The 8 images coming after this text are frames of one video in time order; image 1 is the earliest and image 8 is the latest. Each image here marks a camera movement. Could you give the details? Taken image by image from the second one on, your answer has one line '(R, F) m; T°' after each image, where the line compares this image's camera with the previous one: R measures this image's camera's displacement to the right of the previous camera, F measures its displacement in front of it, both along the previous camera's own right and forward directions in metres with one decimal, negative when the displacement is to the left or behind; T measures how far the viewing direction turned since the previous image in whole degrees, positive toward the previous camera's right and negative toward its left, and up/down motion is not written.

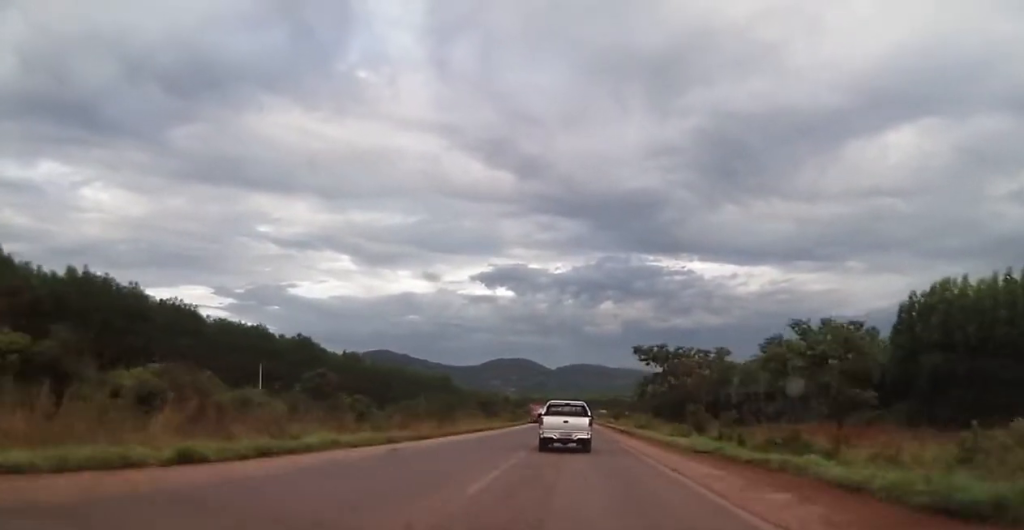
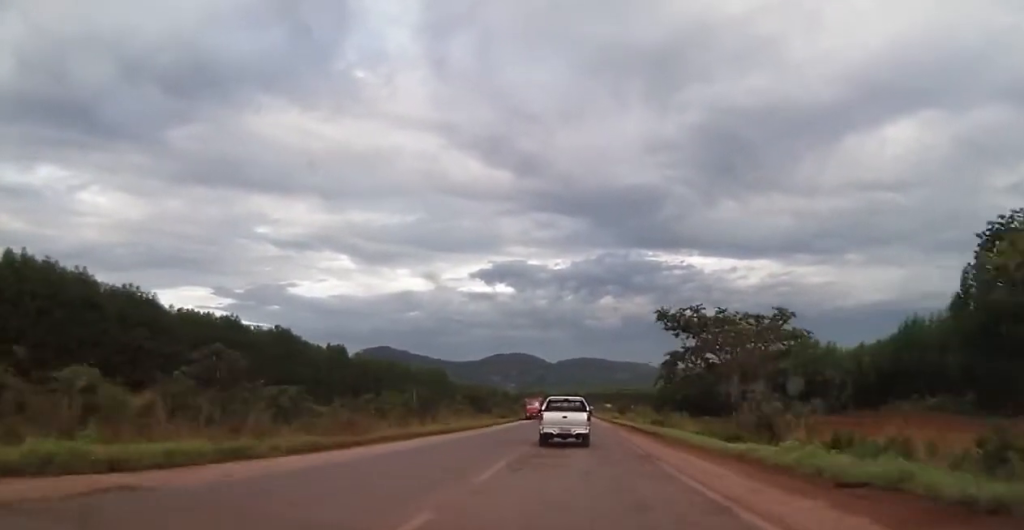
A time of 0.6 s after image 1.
(-0.2, +14.5) m; -1°
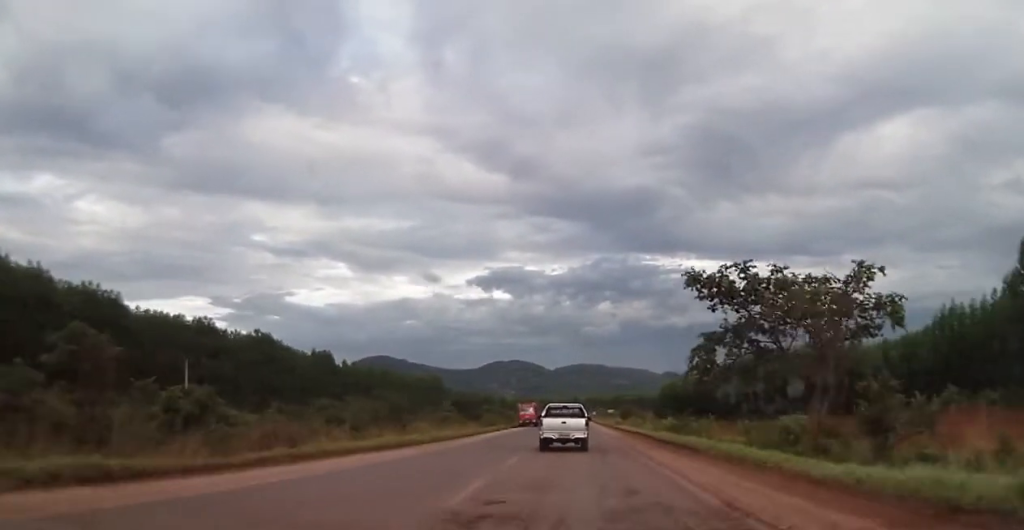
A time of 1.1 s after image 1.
(0.0, +10.6) m; 0°
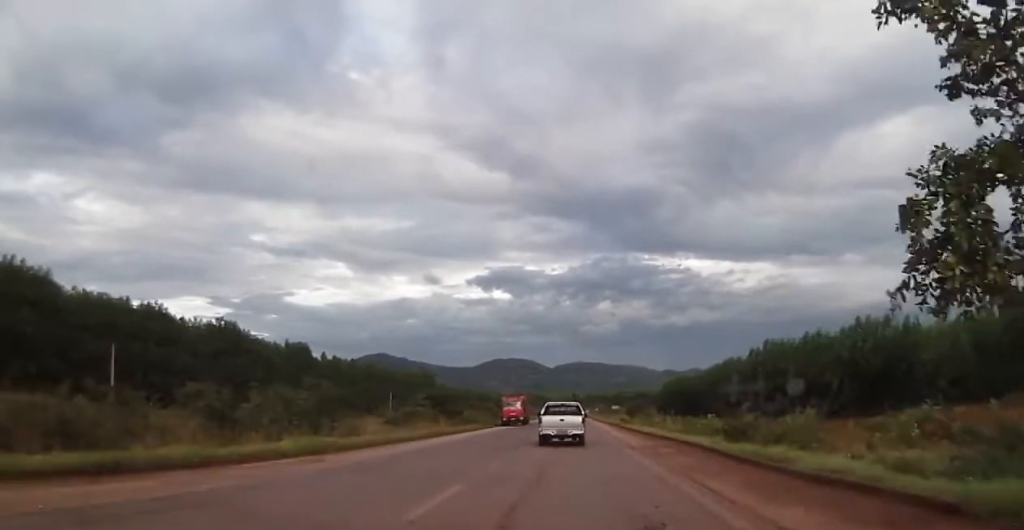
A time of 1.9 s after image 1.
(0.0, +18.2) m; 0°
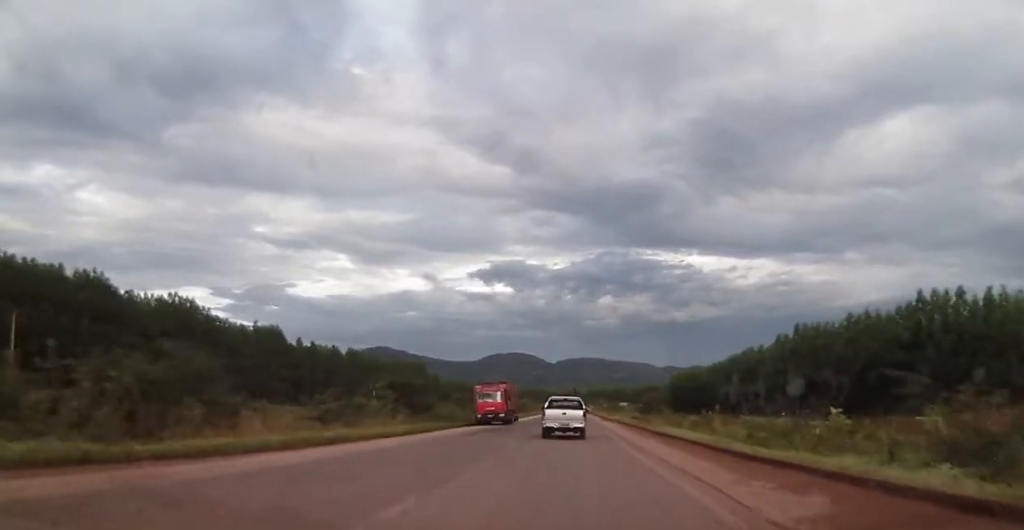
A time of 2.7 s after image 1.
(0.0, +18.9) m; 0°
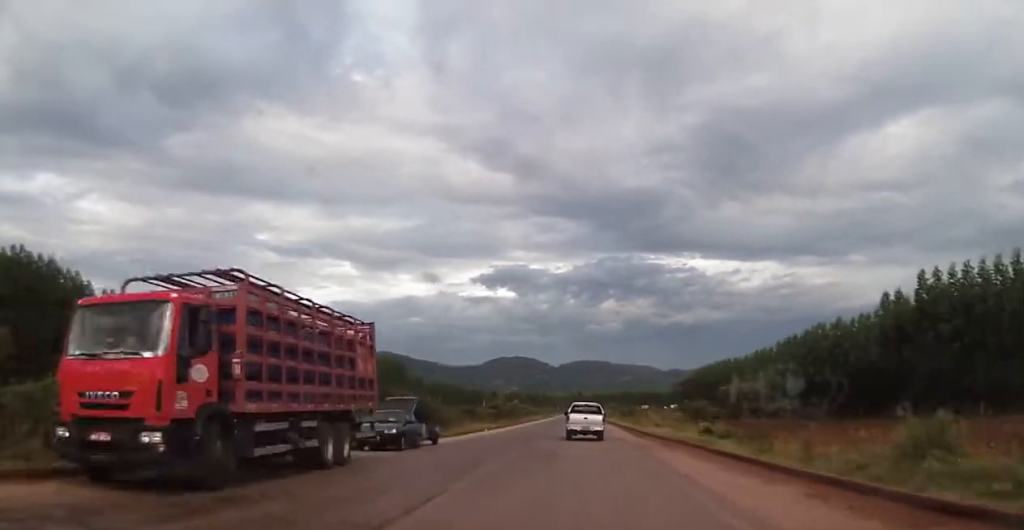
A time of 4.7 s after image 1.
(0.0, +43.2) m; +1°
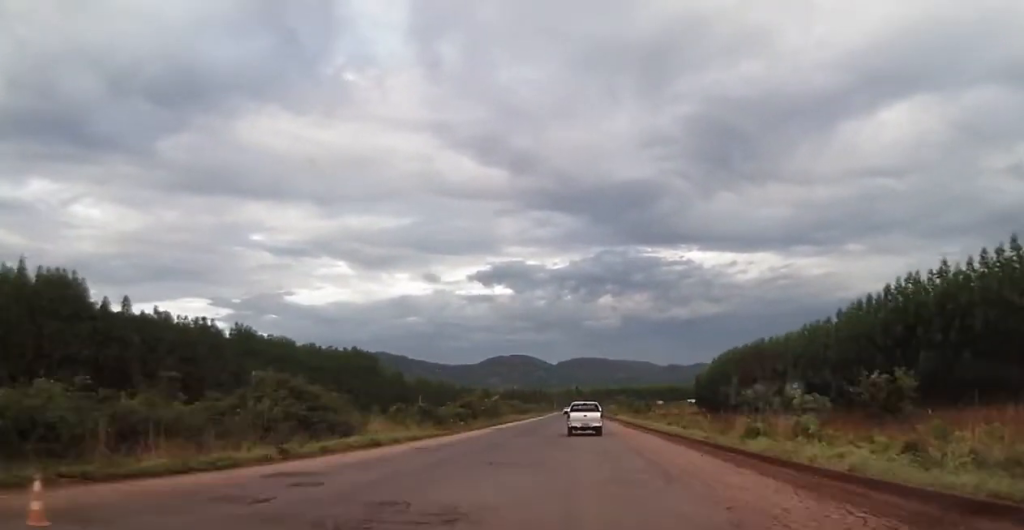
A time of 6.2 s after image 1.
(+0.3, +33.0) m; 0°
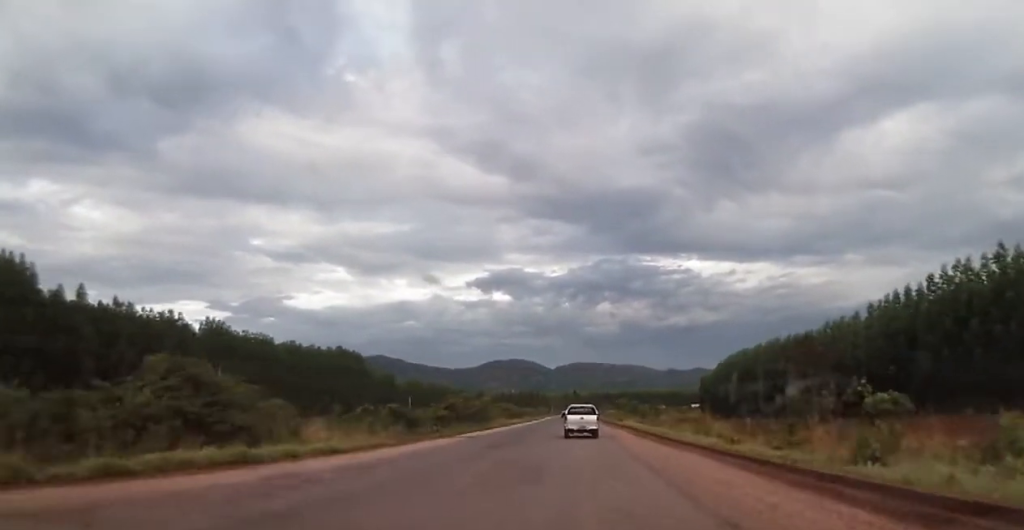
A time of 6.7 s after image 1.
(0.0, +11.7) m; 0°
